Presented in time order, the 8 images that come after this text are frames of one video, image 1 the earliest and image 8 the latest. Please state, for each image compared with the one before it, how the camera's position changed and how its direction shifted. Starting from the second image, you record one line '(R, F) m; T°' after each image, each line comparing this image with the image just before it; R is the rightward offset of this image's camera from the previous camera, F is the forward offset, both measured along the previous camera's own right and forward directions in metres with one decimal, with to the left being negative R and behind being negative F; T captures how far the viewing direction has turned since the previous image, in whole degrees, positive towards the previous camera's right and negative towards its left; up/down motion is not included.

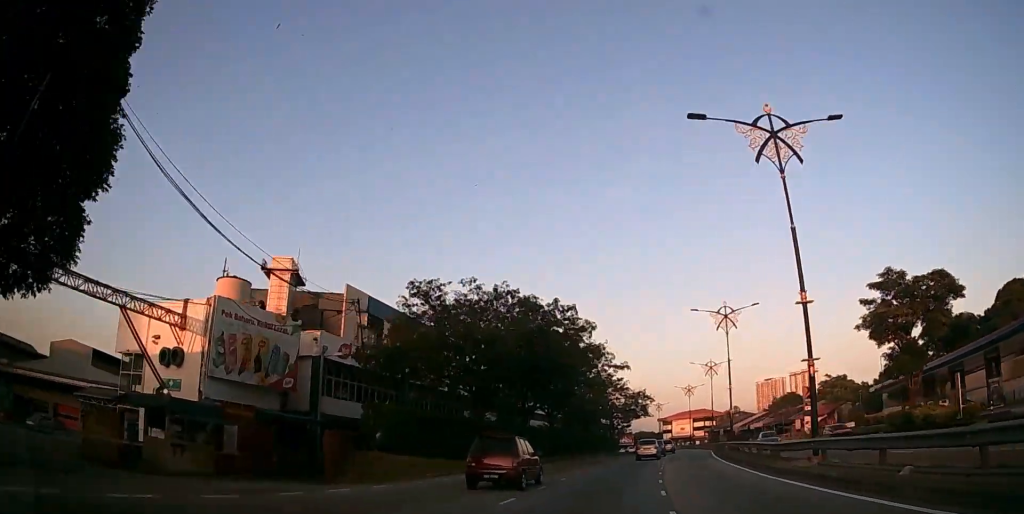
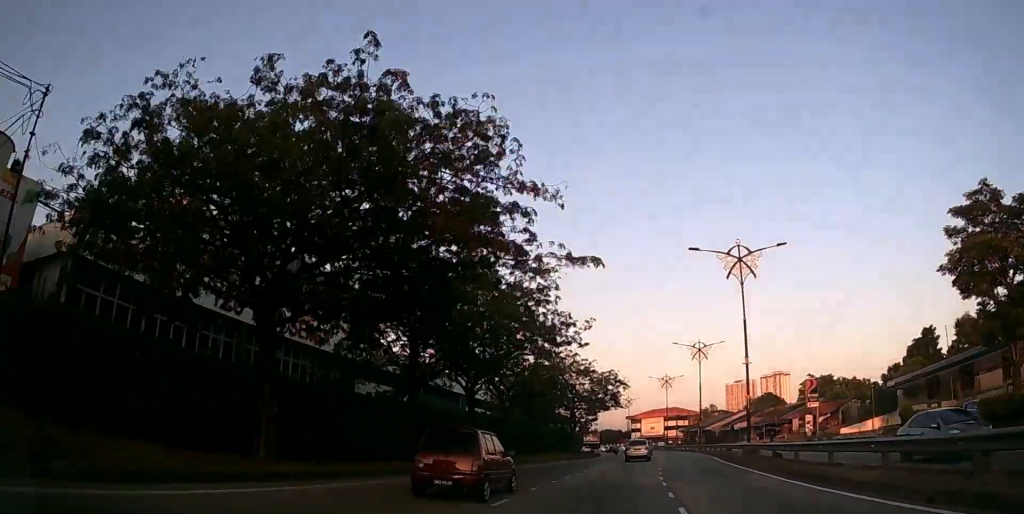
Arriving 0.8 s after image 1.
(+0.7, +16.4) m; +4°
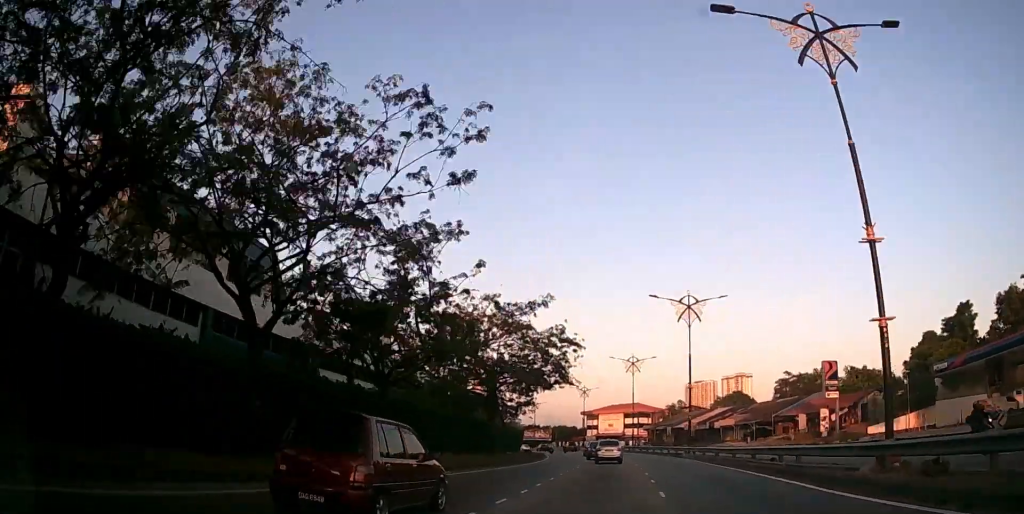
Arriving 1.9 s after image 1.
(+0.9, +21.0) m; +5°
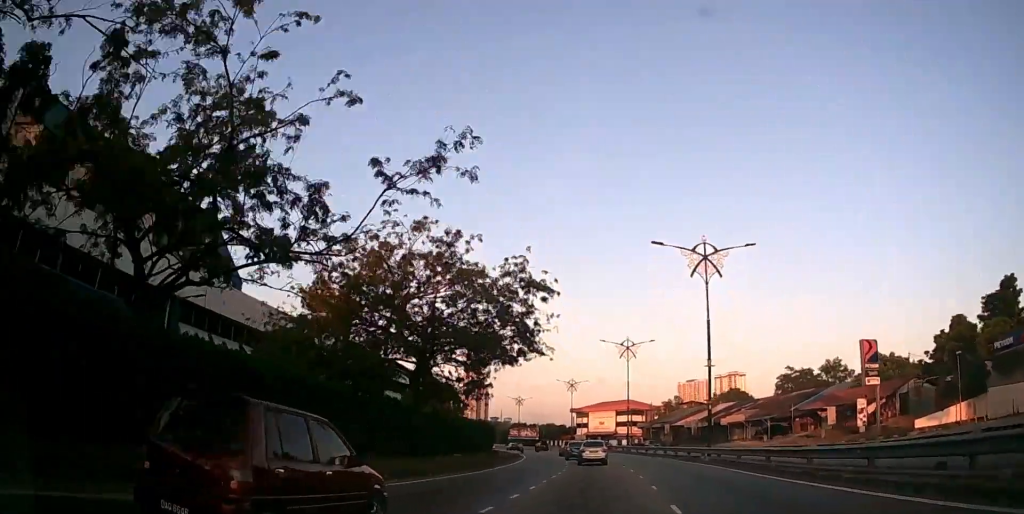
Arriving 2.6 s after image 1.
(+0.3, +12.1) m; +2°
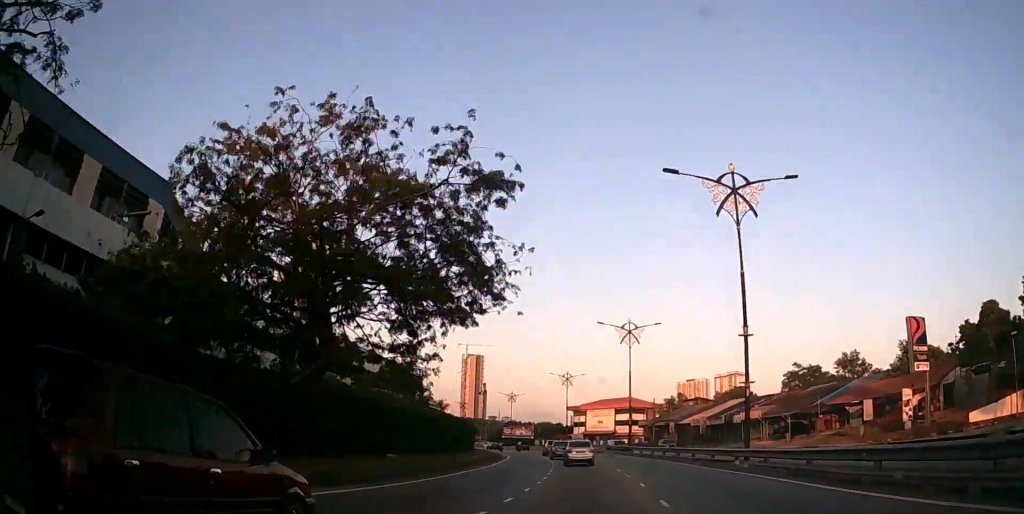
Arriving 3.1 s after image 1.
(+0.1, +8.9) m; +1°
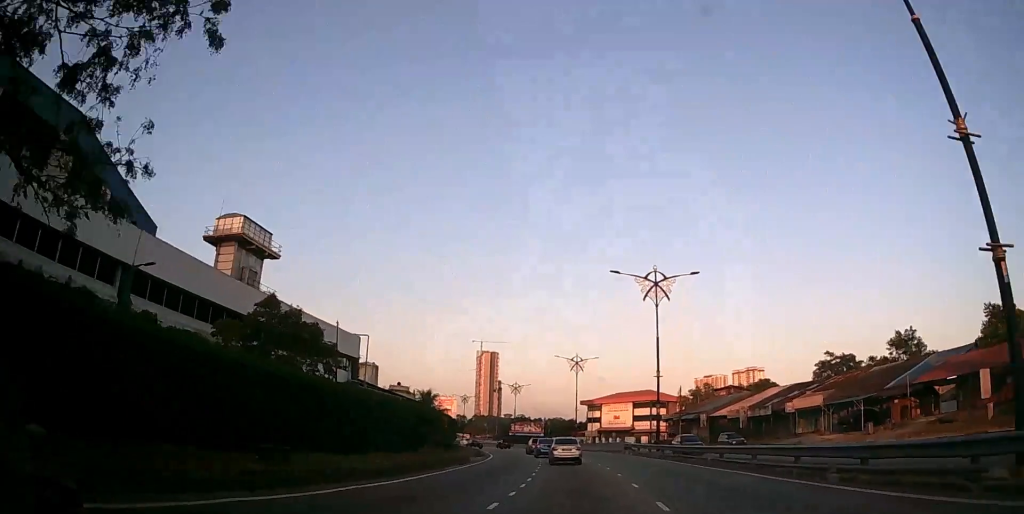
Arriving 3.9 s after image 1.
(+0.1, +15.5) m; 0°
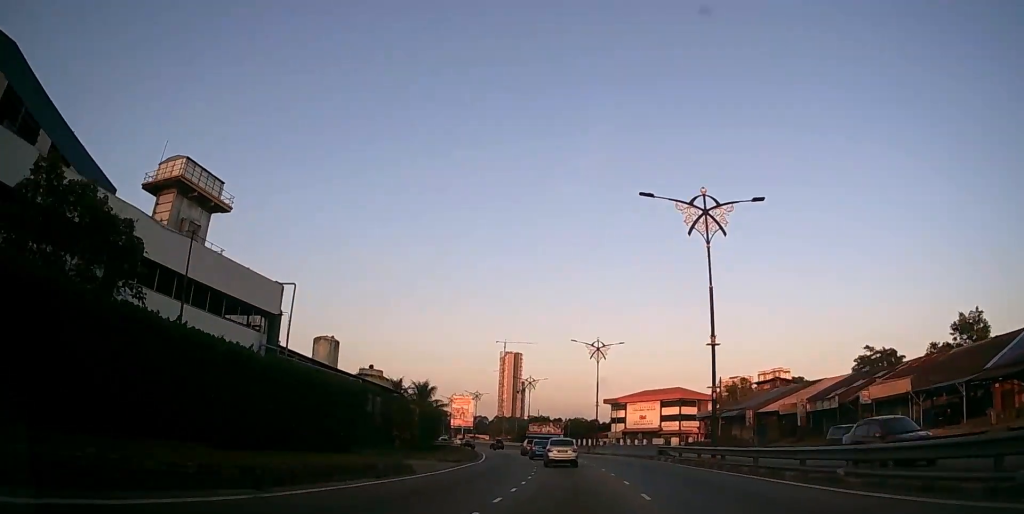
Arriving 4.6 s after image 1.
(-0.1, +12.4) m; -1°
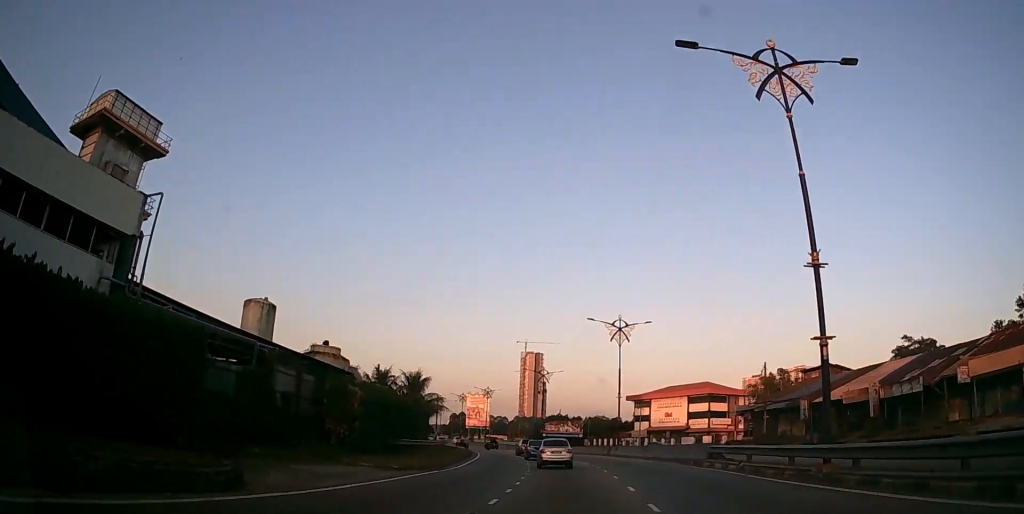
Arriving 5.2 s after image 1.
(0.0, +10.3) m; -1°
